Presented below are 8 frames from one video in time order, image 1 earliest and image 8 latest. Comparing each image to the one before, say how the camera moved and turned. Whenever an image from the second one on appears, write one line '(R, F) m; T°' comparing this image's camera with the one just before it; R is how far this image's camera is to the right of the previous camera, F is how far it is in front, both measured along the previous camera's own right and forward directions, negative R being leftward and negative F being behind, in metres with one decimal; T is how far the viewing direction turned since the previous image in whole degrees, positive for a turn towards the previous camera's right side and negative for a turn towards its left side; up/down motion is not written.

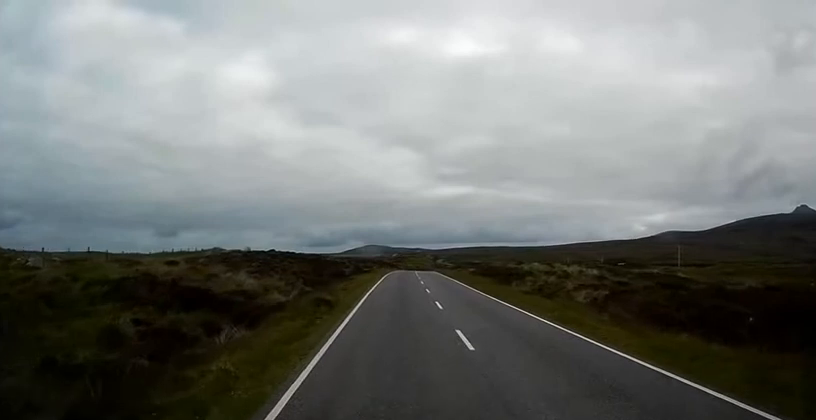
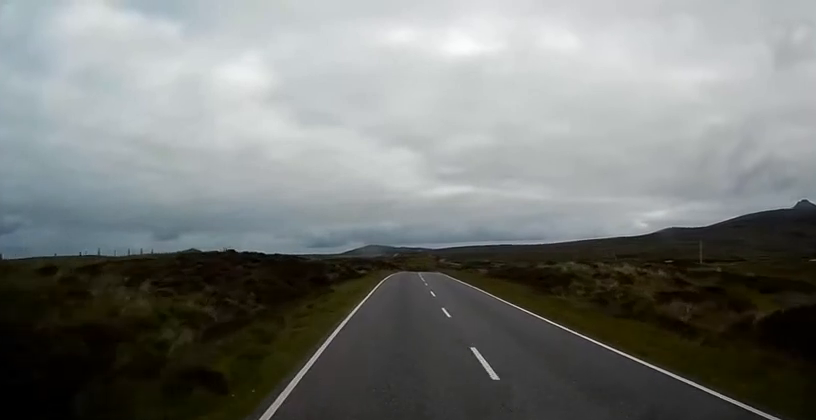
(0.0, +12.3) m; 0°
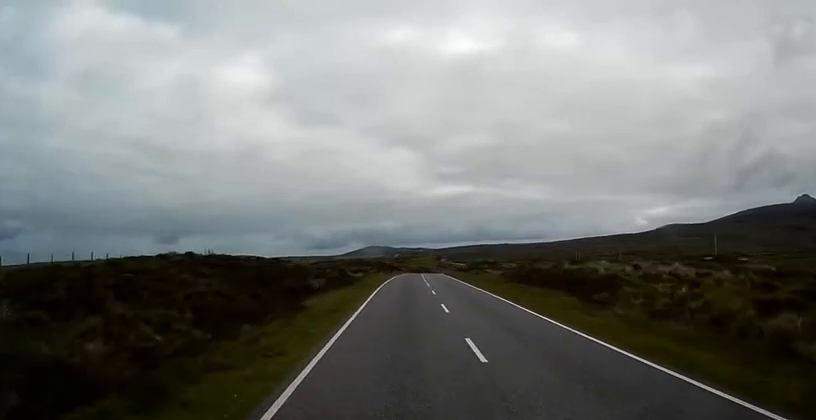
(0.0, +7.6) m; 0°
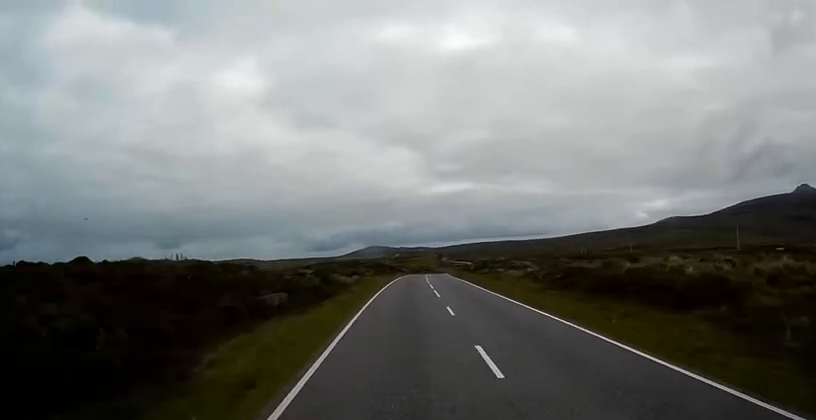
(0.0, +10.7) m; 0°
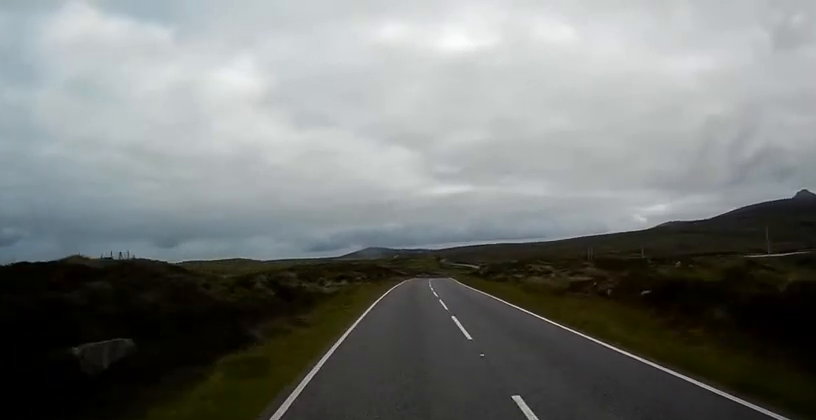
(-0.1, +13.7) m; 0°
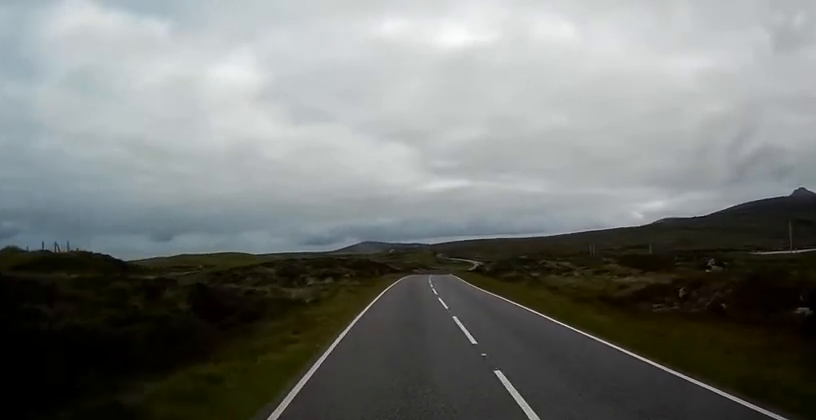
(0.0, +9.9) m; 0°
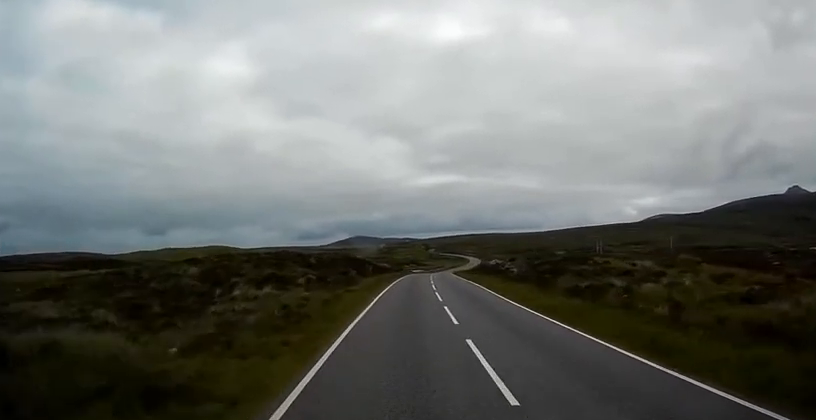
(+0.3, +23.3) m; +2°
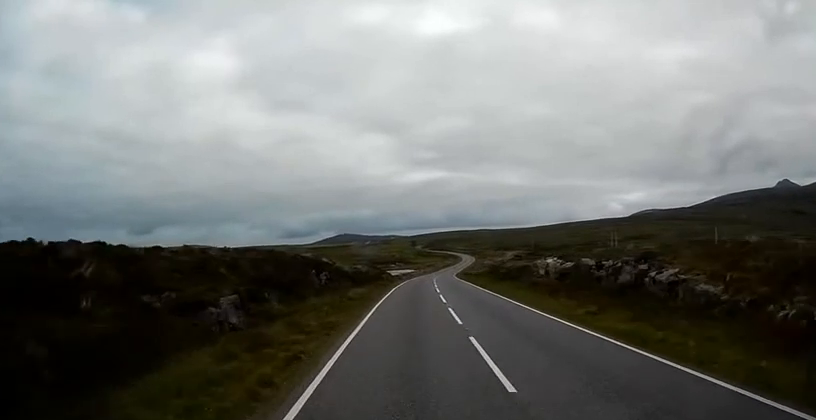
(+0.3, +34.6) m; 0°
